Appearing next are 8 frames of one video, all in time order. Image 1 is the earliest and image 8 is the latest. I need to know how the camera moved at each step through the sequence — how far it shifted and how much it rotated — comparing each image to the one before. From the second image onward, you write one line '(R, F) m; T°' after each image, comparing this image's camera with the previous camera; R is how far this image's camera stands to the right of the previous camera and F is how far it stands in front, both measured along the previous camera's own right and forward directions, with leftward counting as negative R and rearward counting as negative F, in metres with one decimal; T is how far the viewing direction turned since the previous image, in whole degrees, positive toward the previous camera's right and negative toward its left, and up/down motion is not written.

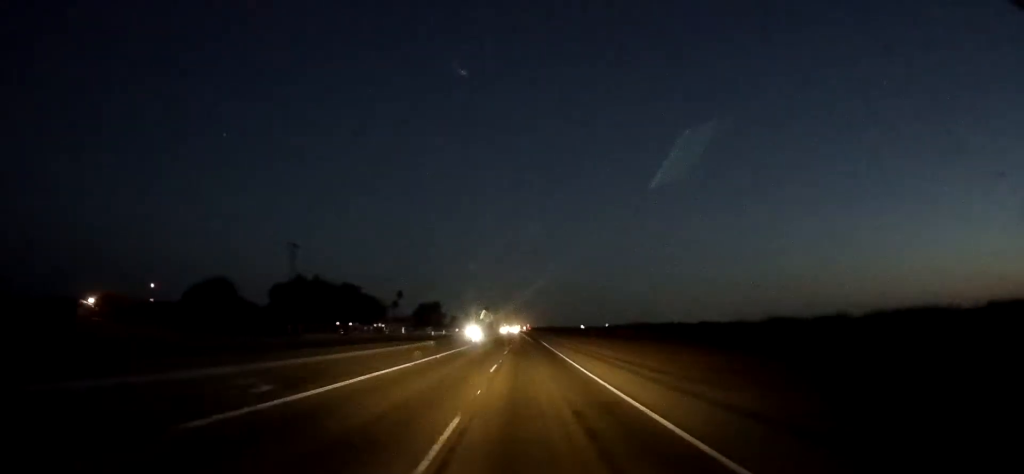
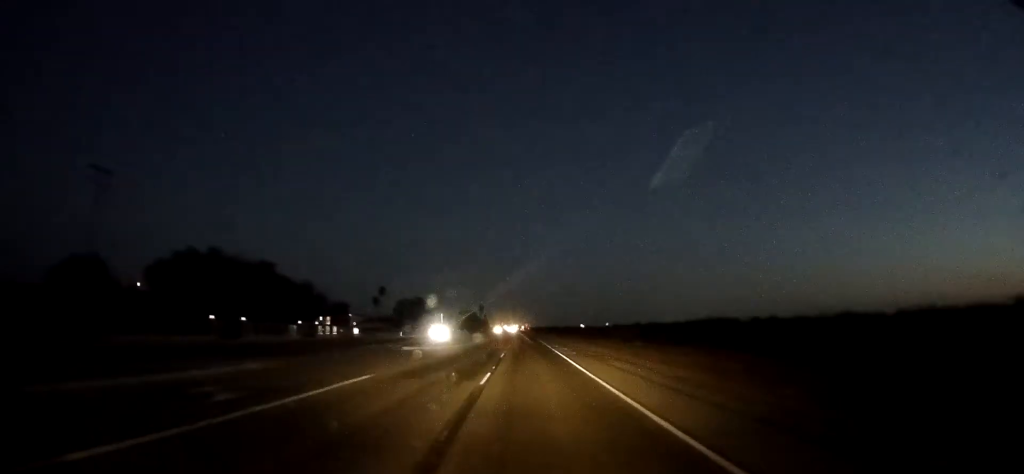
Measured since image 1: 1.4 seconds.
(-0.5, +34.0) m; -2°
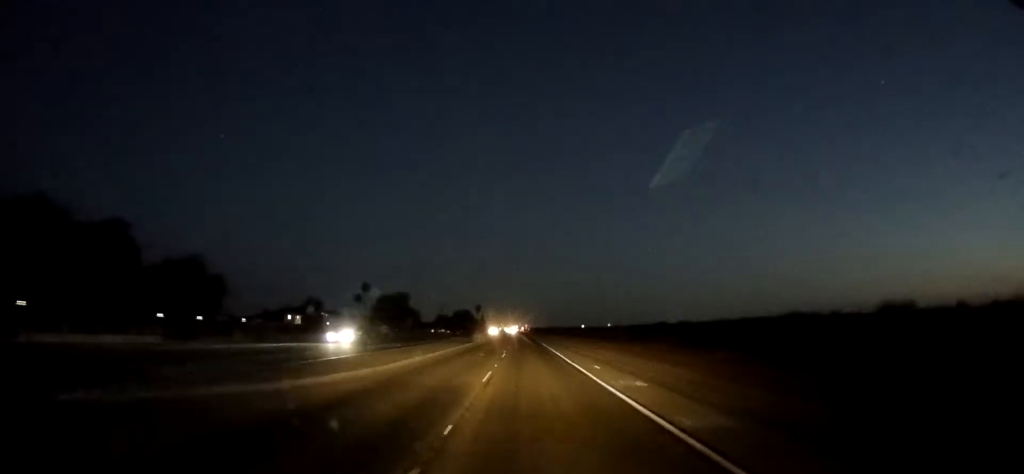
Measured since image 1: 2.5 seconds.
(+0.2, +28.3) m; +2°
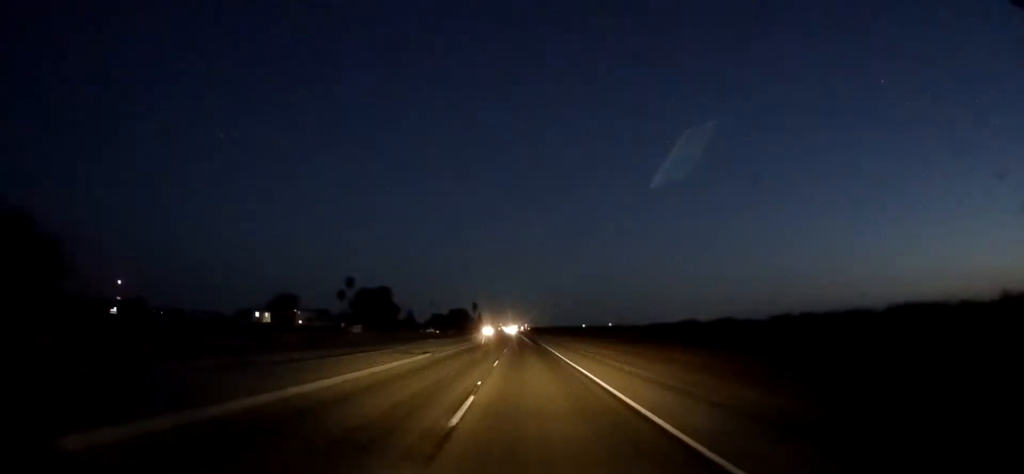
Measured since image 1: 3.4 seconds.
(+0.6, +22.4) m; 0°
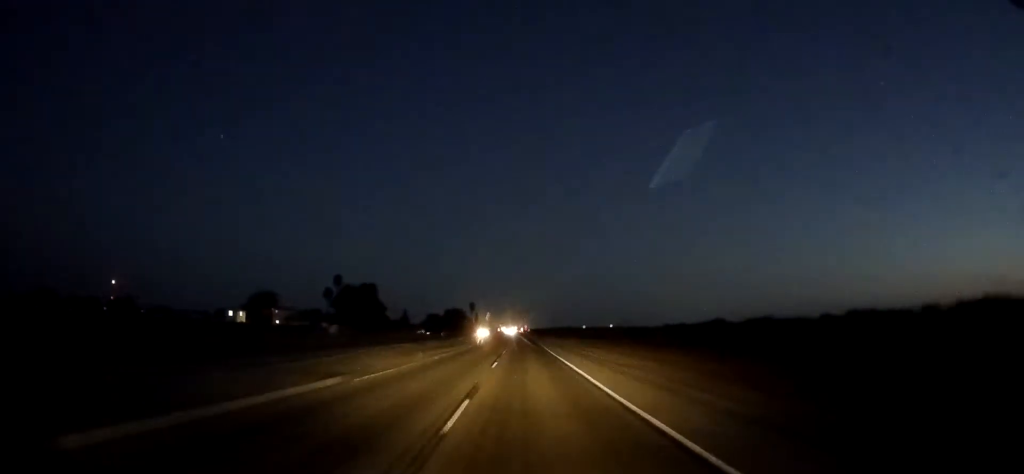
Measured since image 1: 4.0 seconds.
(-0.4, +15.0) m; -1°
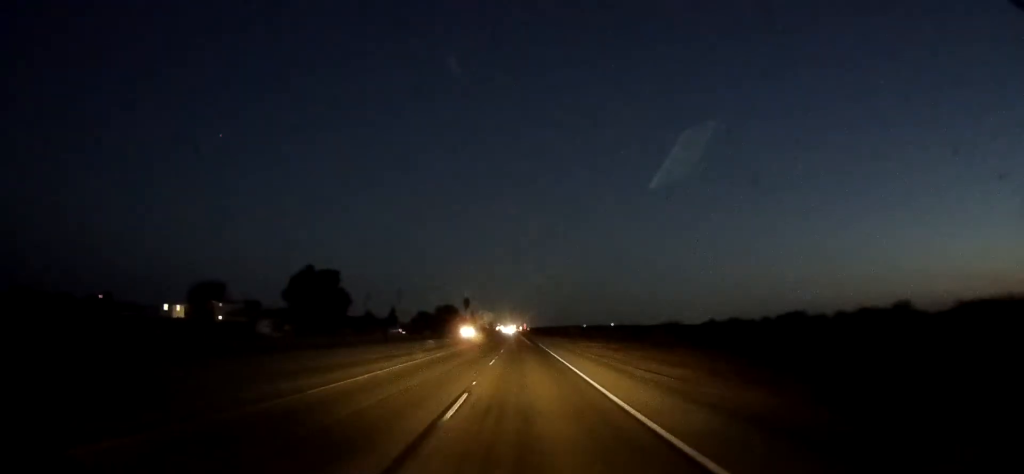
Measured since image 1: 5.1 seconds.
(-0.3, +28.3) m; +1°
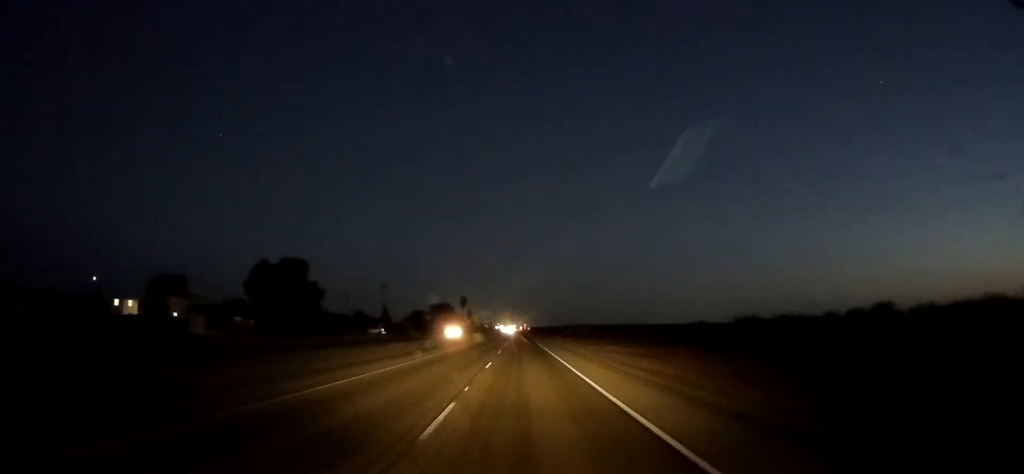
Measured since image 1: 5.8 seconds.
(+0.3, +16.7) m; 0°
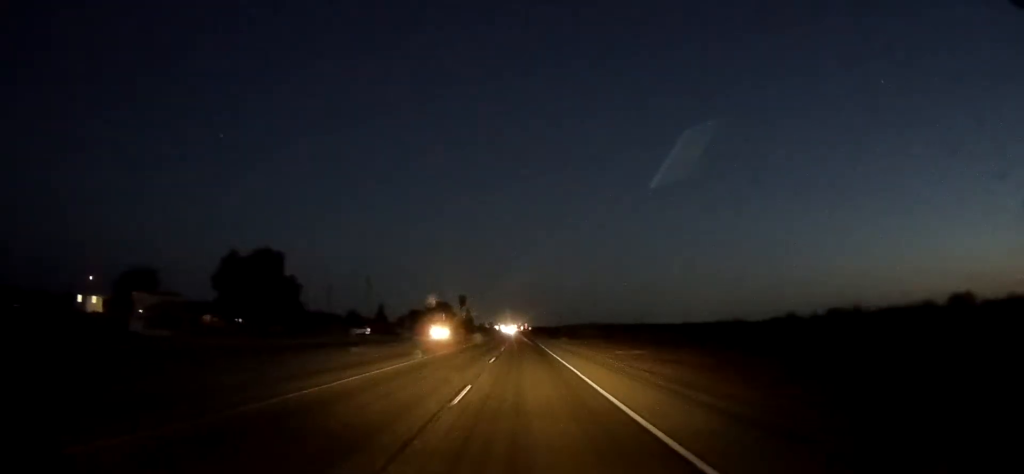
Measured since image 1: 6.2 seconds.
(+0.3, +10.8) m; 0°
